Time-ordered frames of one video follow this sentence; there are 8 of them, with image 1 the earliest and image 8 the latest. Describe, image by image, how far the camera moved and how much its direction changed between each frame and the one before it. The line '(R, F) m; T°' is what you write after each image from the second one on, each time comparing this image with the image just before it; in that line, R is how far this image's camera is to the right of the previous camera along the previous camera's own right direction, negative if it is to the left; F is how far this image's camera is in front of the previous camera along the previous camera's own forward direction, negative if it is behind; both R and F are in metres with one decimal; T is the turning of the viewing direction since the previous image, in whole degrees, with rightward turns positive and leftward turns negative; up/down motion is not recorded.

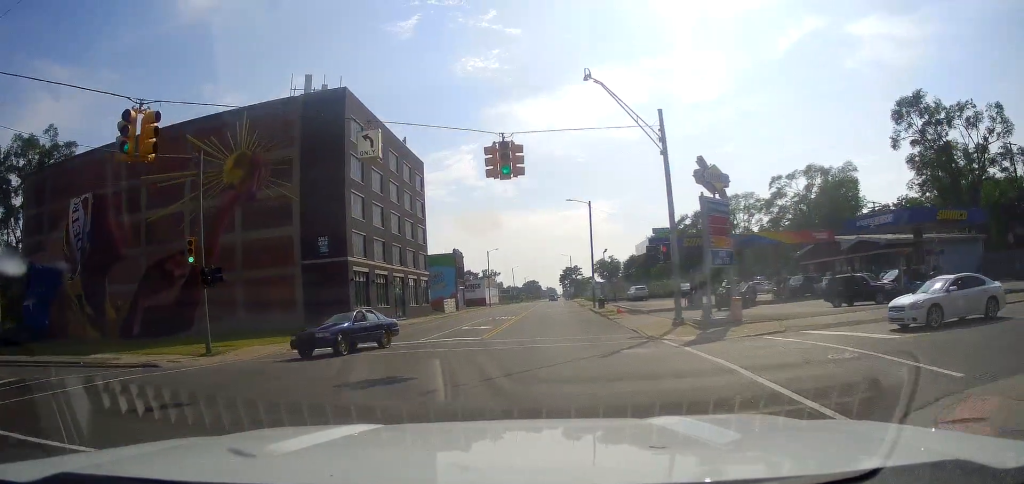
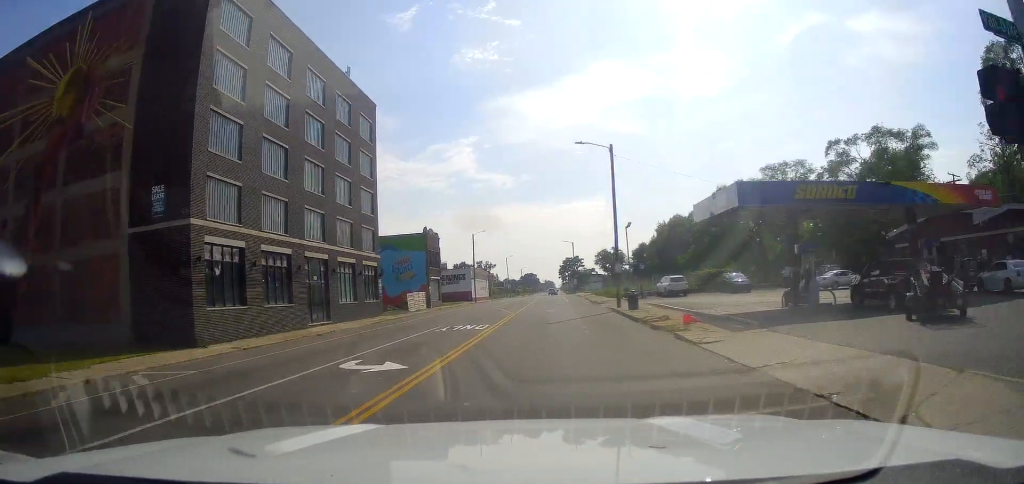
(-0.4, +20.1) m; 0°
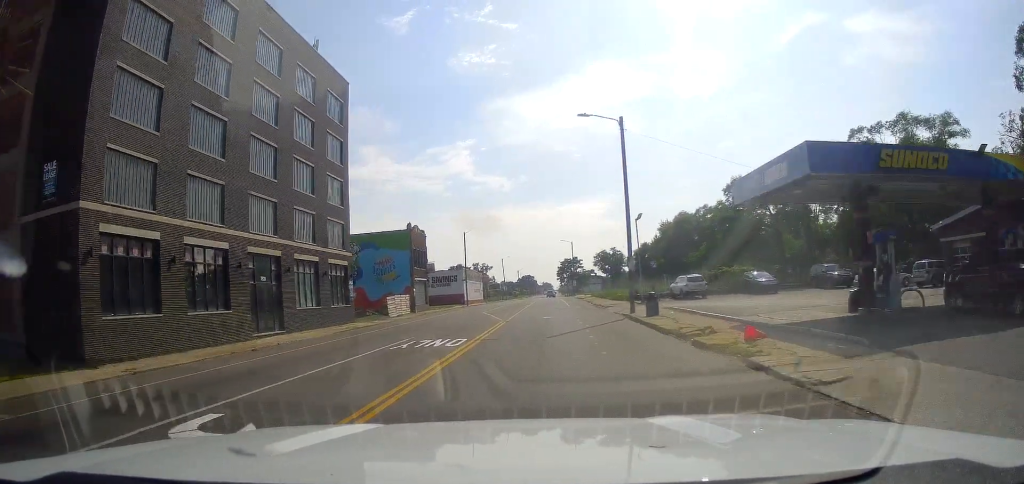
(+0.2, +6.5) m; +1°
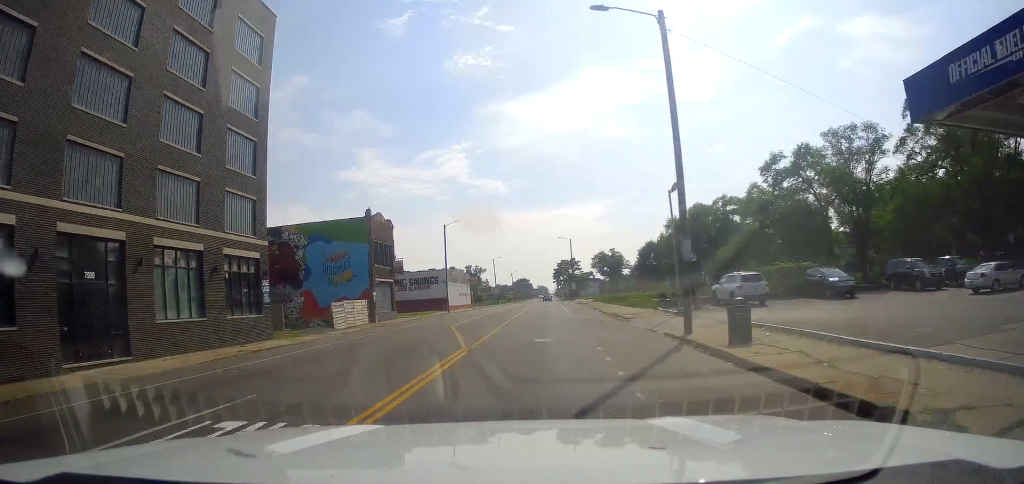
(+0.2, +12.4) m; +1°
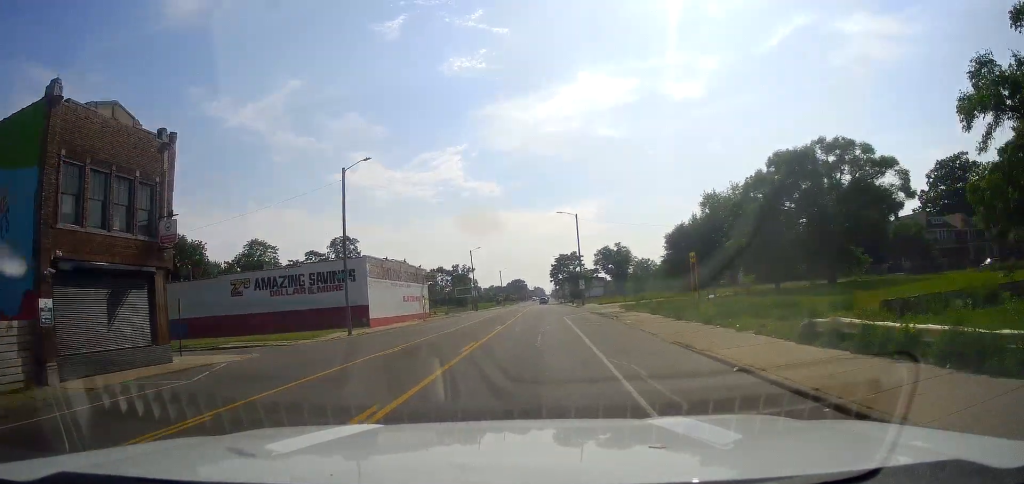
(+0.4, +34.5) m; 0°
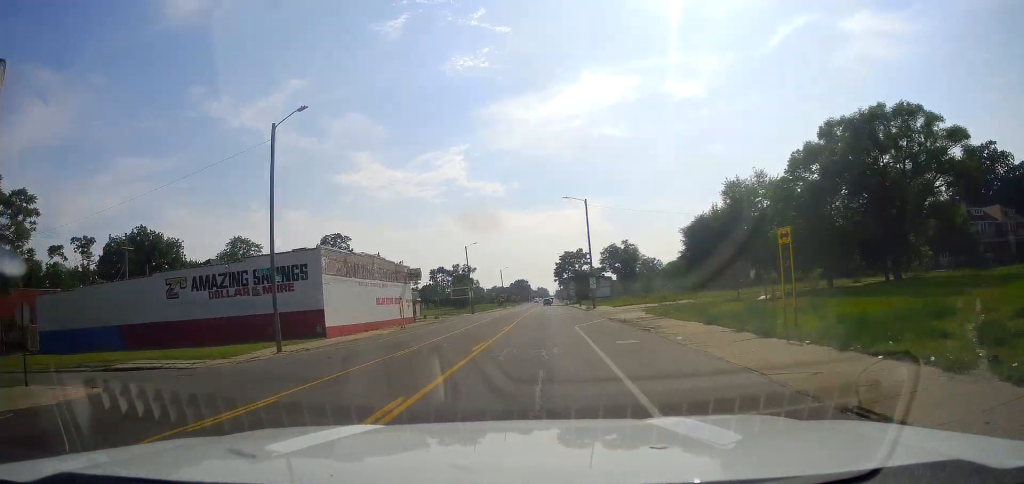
(-0.3, +10.9) m; 0°
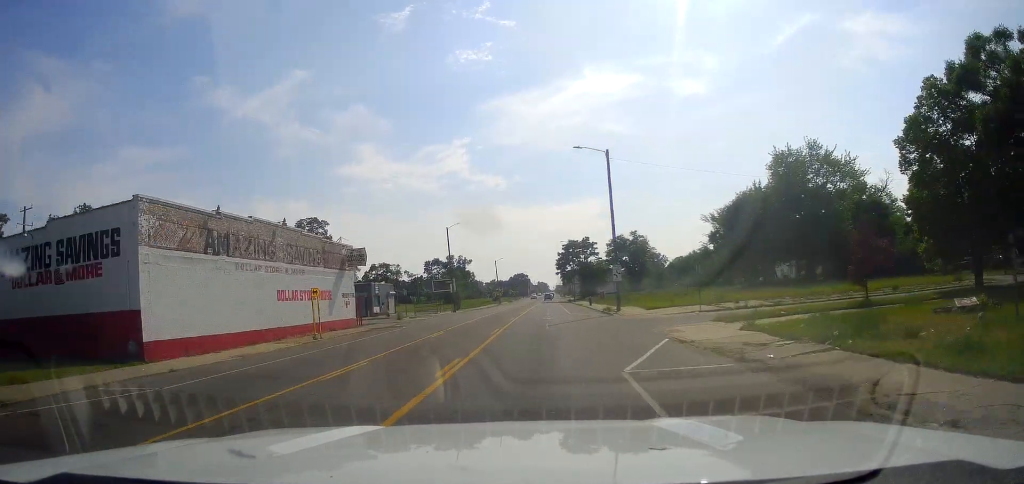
(+0.4, +19.0) m; -1°
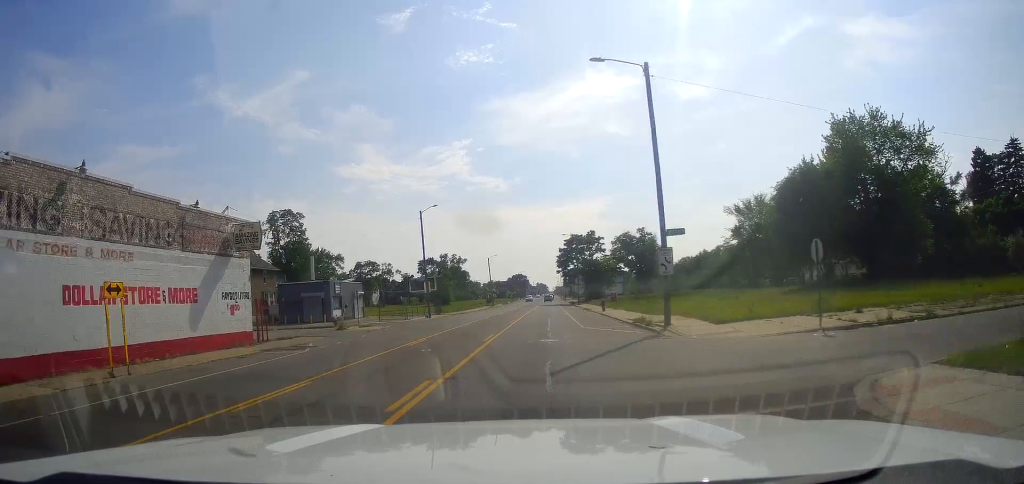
(-0.6, +16.1) m; 0°
